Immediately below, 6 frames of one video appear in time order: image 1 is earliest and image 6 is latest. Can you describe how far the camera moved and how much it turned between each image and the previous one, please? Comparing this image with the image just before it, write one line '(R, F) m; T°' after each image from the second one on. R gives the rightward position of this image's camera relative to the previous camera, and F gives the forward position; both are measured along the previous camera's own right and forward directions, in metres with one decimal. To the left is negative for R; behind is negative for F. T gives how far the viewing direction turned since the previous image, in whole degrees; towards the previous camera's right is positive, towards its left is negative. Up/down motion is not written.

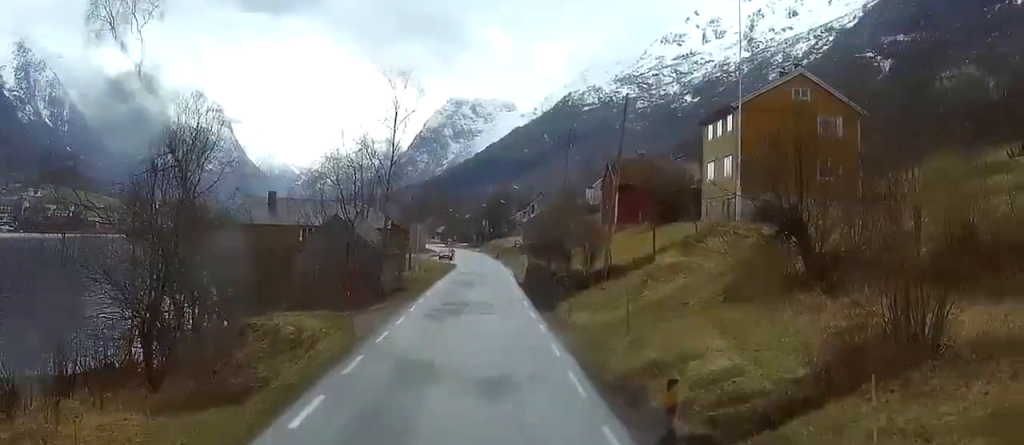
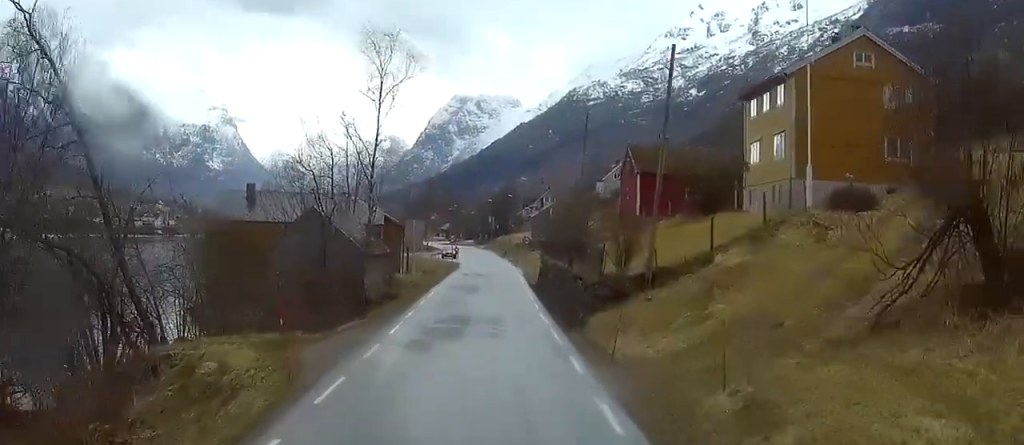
(+0.1, +10.1) m; 0°
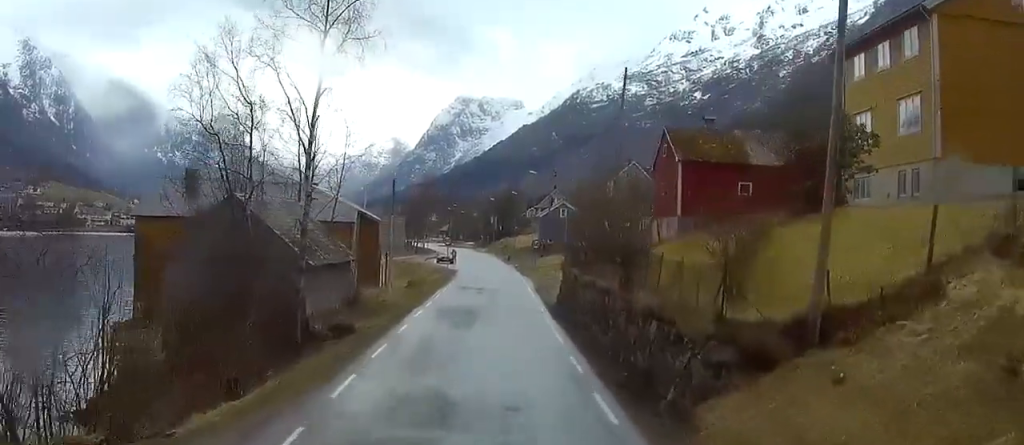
(-0.1, +16.8) m; 0°
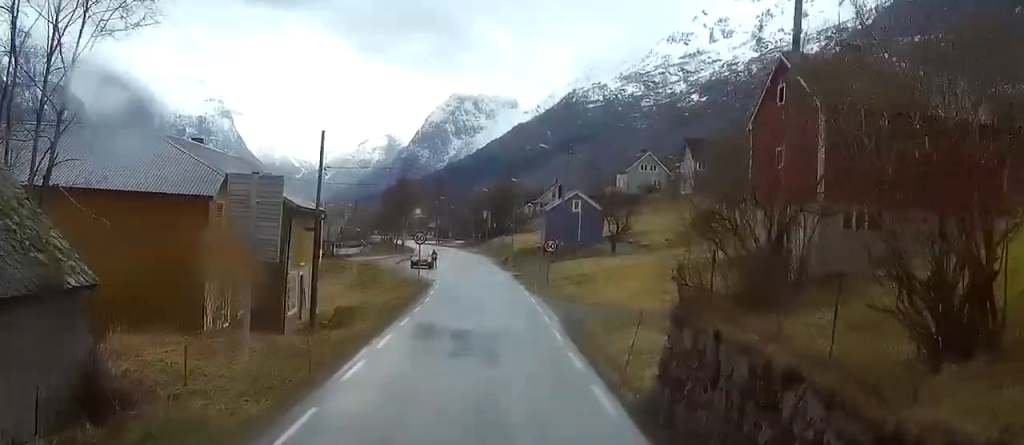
(-0.2, +28.5) m; 0°
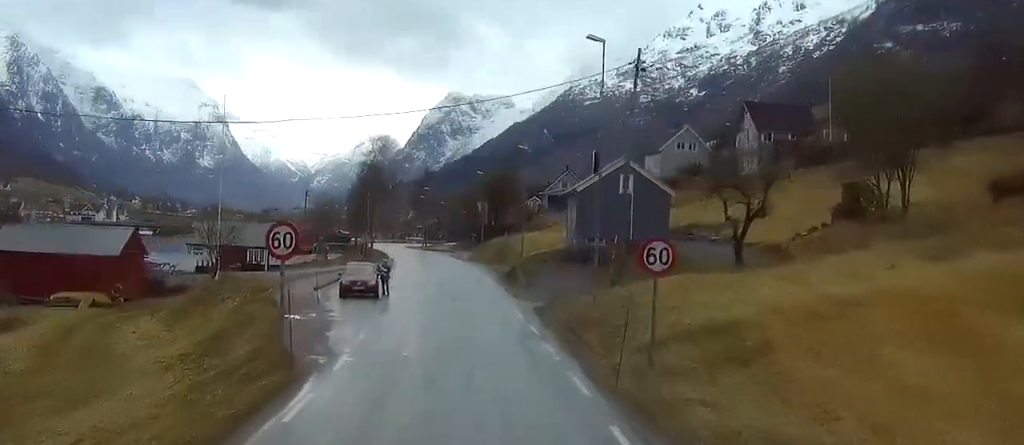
(+0.6, +39.5) m; +3°
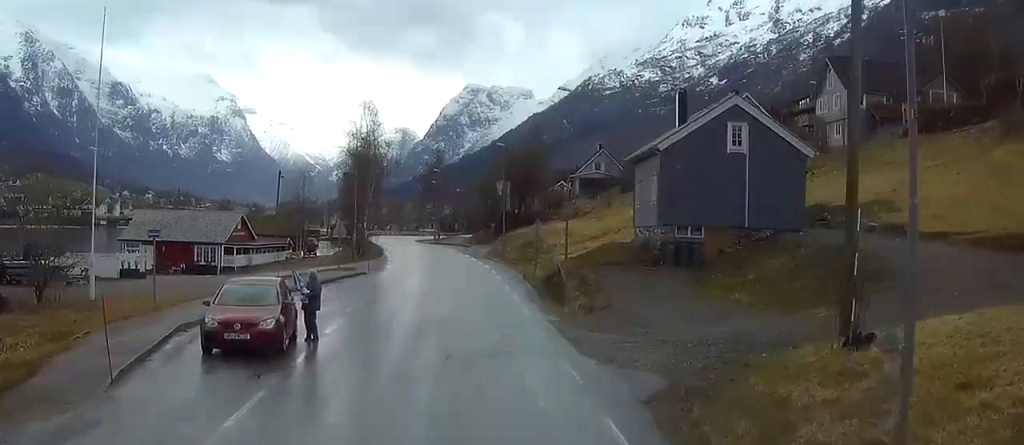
(+0.1, +24.3) m; -1°
